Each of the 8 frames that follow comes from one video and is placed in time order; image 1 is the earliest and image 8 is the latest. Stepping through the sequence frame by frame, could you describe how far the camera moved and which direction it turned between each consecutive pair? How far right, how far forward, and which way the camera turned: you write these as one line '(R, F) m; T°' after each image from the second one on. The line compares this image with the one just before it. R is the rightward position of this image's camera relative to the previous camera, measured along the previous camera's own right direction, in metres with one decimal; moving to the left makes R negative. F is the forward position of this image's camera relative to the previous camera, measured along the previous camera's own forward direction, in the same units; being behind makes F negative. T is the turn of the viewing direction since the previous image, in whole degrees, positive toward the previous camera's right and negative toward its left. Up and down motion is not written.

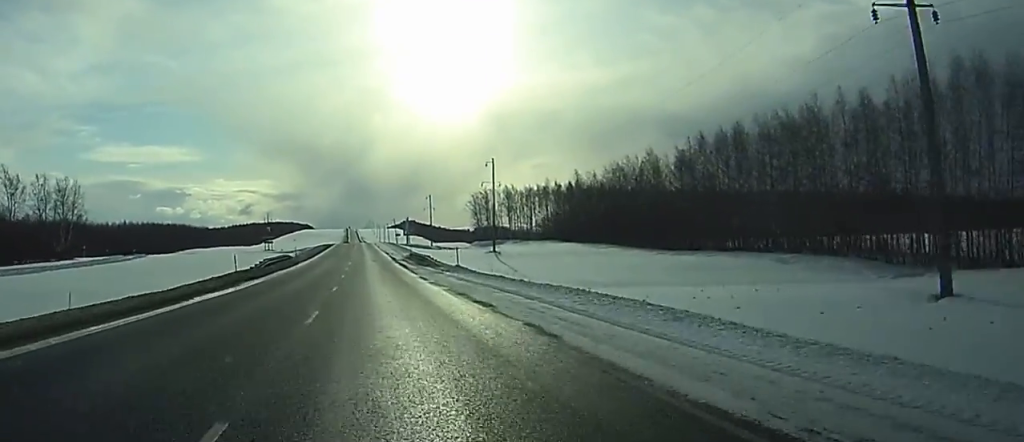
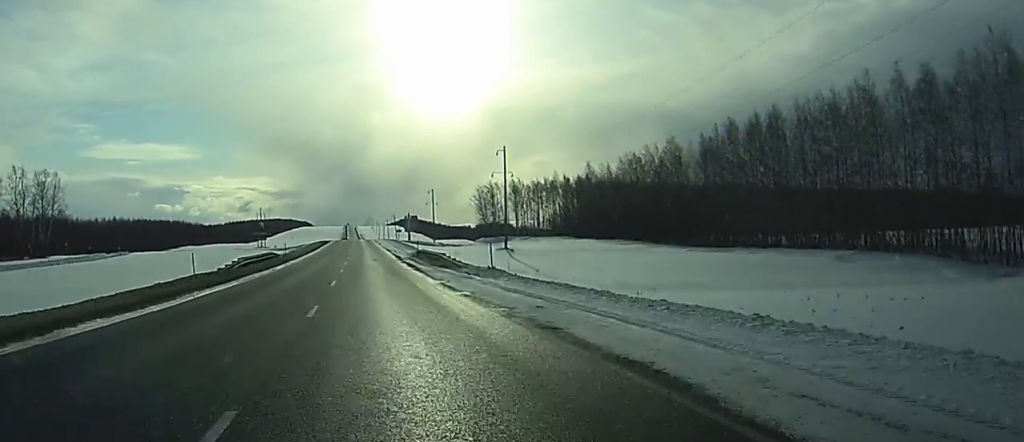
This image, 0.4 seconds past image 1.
(+0.1, +11.7) m; 0°
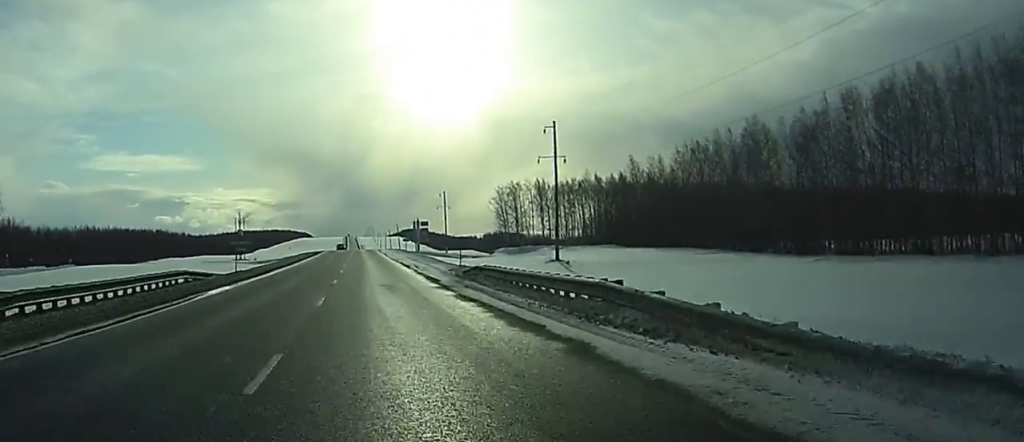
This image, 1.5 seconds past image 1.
(+0.2, +32.1) m; 0°
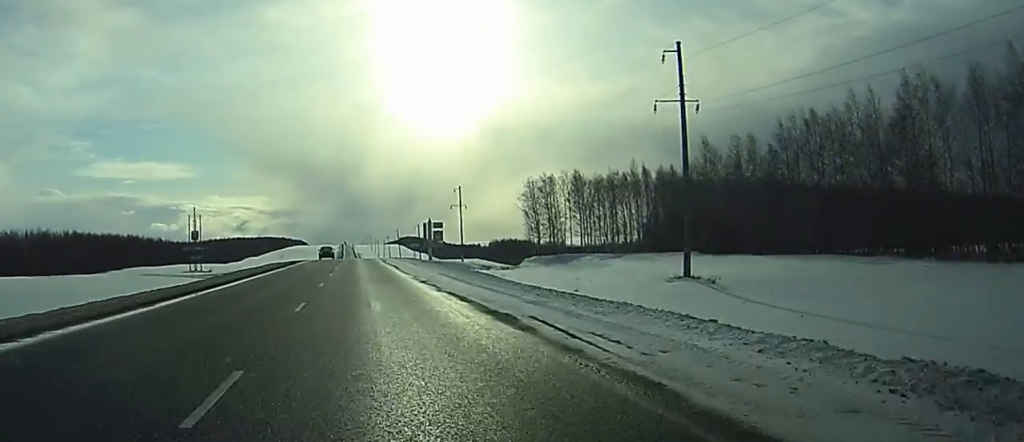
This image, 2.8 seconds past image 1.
(-0.3, +37.6) m; 0°
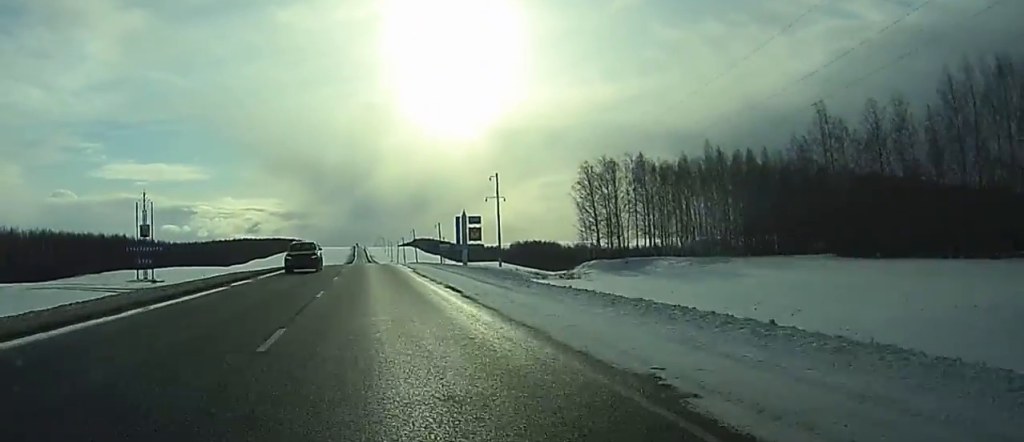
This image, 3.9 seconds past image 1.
(+0.3, +31.4) m; 0°
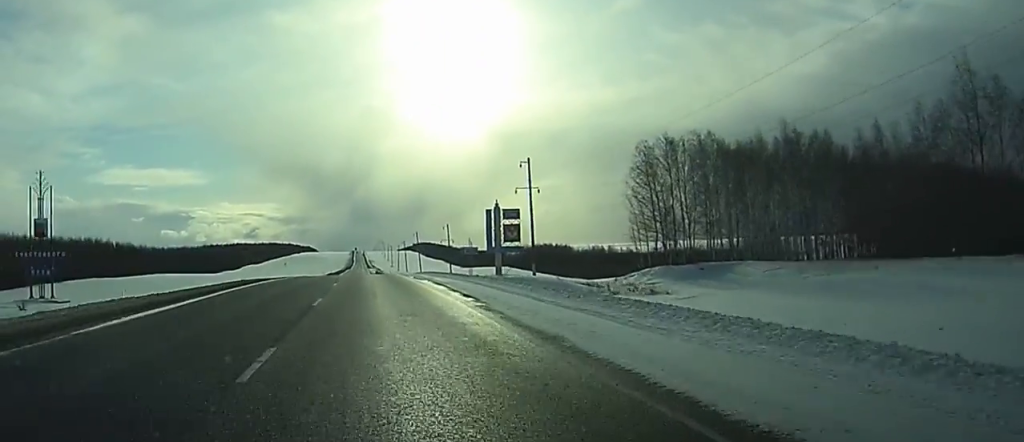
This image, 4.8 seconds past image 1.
(-0.4, +26.5) m; -1°
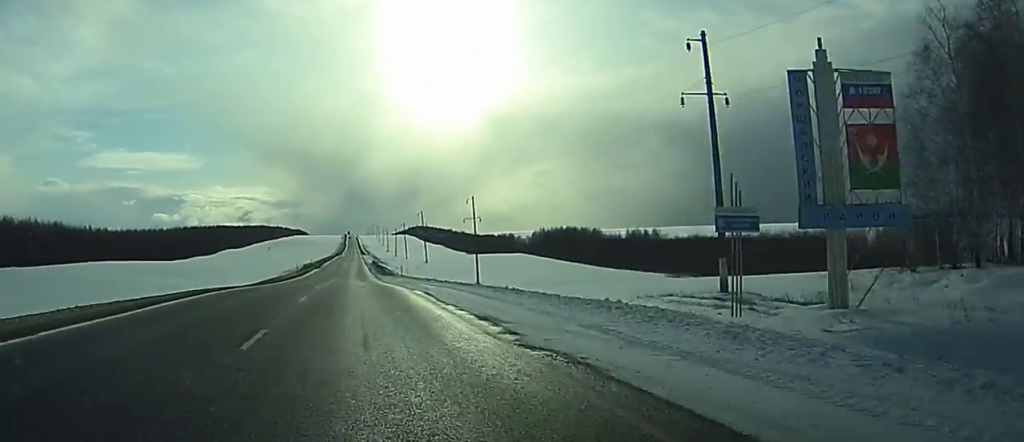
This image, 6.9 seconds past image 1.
(-0.2, +57.2) m; -1°
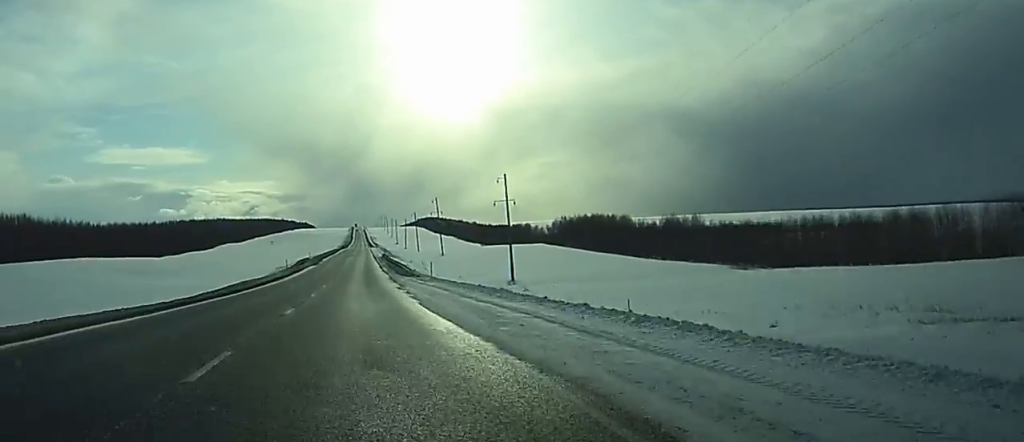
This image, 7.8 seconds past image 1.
(0.0, +27.1) m; 0°
